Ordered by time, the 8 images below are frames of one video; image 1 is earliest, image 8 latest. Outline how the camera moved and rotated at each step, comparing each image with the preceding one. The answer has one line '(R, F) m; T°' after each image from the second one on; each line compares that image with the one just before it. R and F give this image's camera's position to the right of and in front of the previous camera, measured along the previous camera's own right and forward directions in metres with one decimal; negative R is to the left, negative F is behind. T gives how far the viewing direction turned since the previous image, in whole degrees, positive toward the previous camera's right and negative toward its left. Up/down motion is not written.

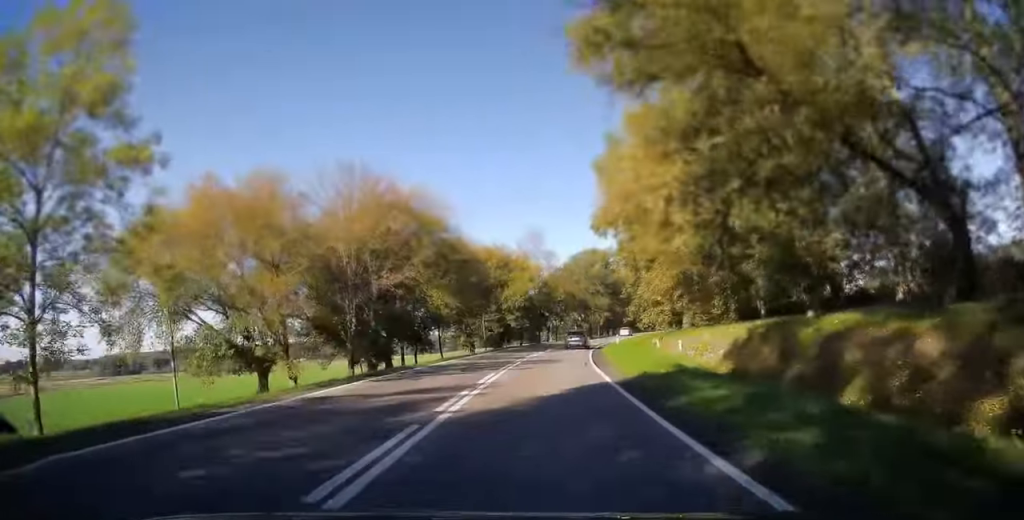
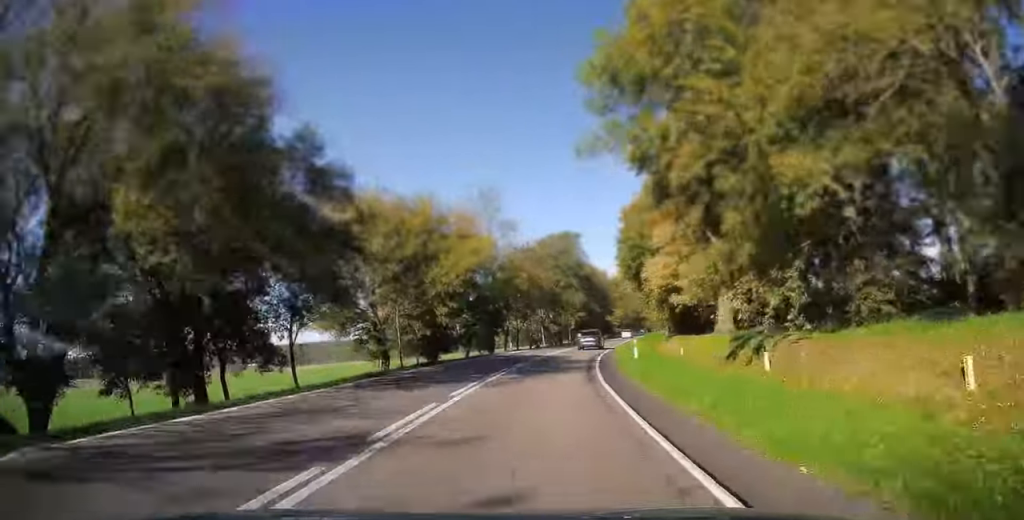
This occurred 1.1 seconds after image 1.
(+0.2, +27.2) m; +2°
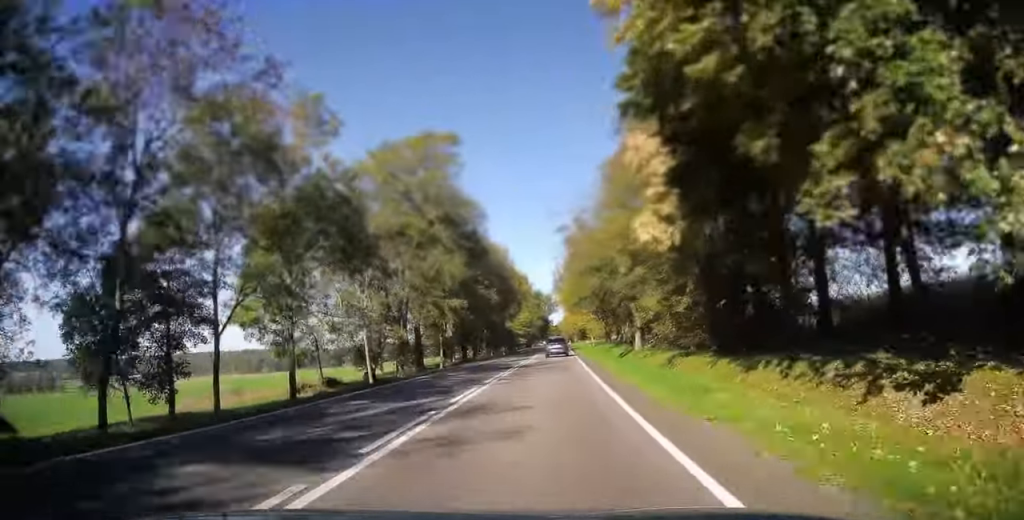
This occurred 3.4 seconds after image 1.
(+2.6, +55.1) m; +7°
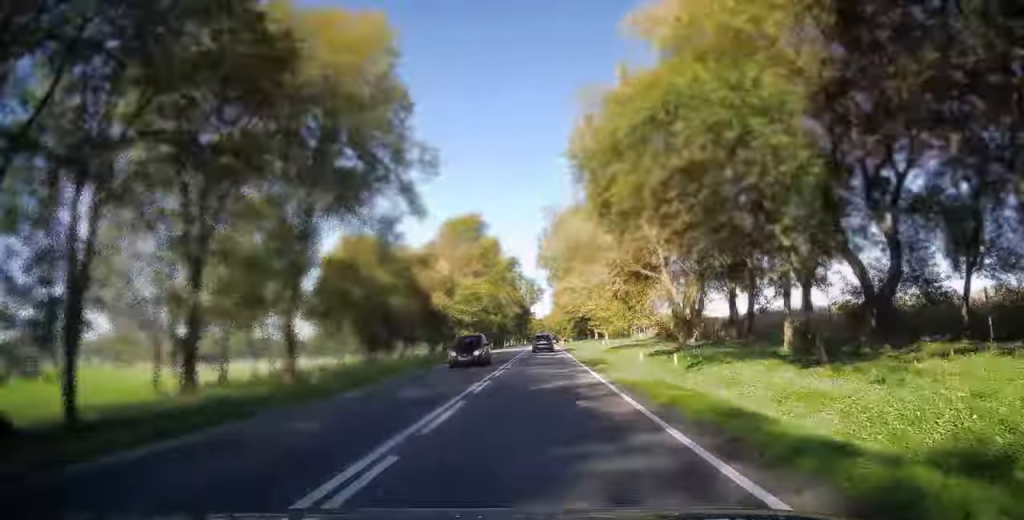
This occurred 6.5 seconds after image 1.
(+5.5, +74.6) m; +5°
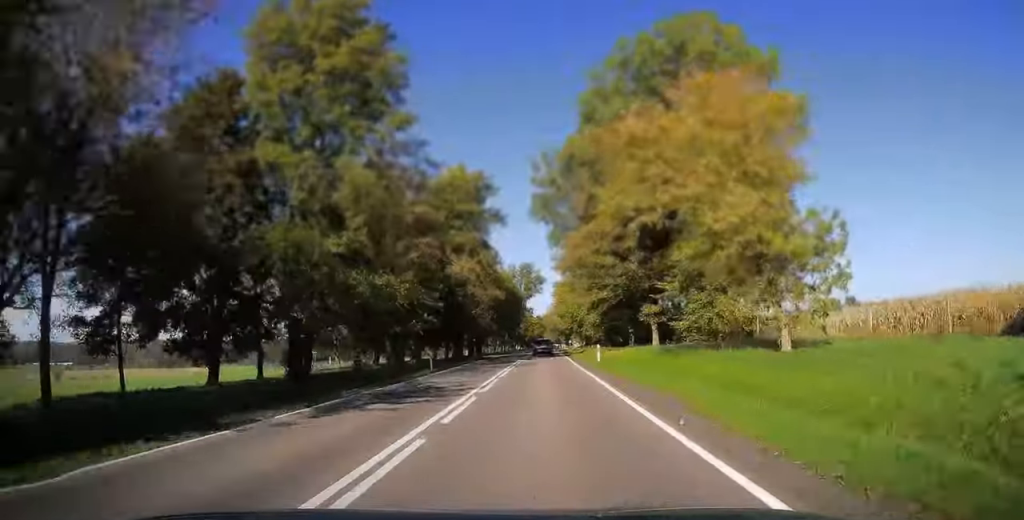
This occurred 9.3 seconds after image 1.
(-0.1, +64.8) m; 0°
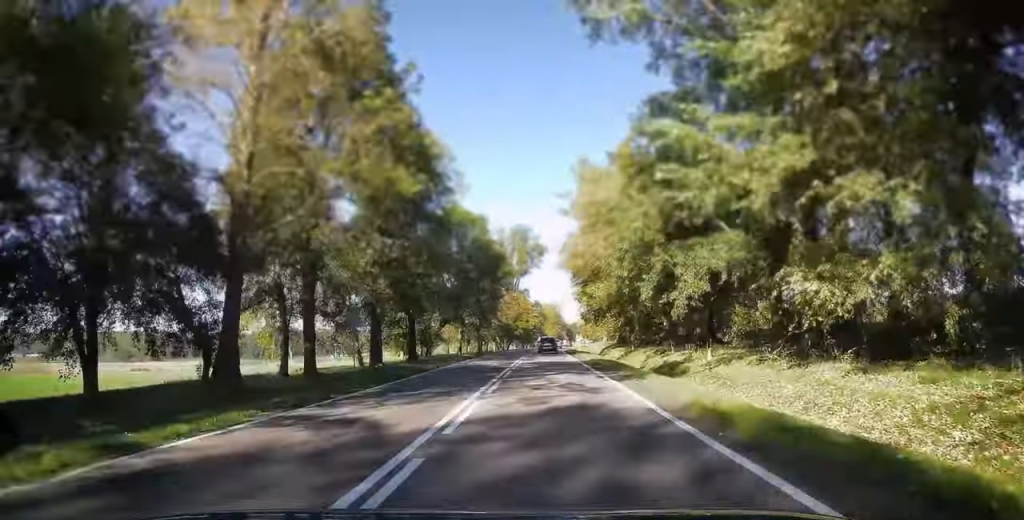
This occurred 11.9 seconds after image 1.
(-0.4, +61.0) m; 0°
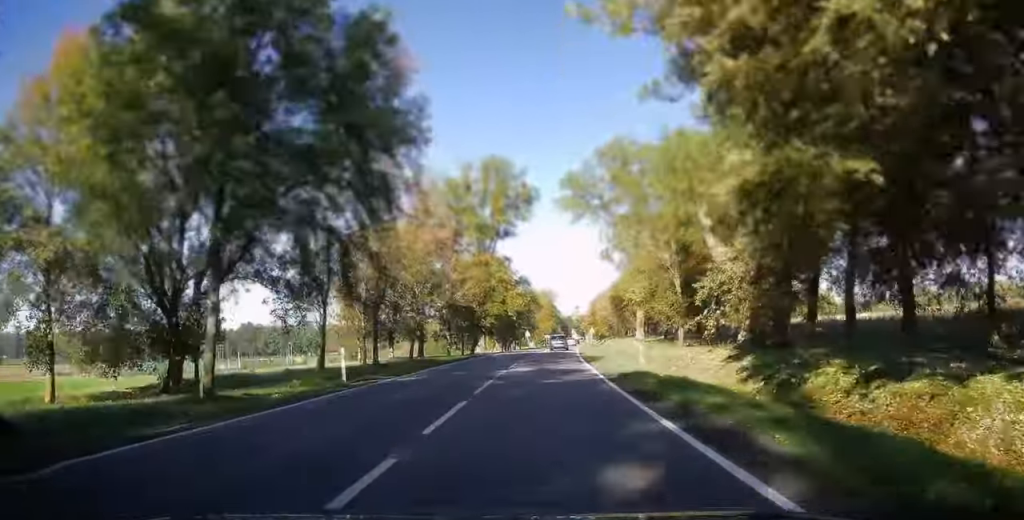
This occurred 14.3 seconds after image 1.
(+0.1, +54.5) m; +1°
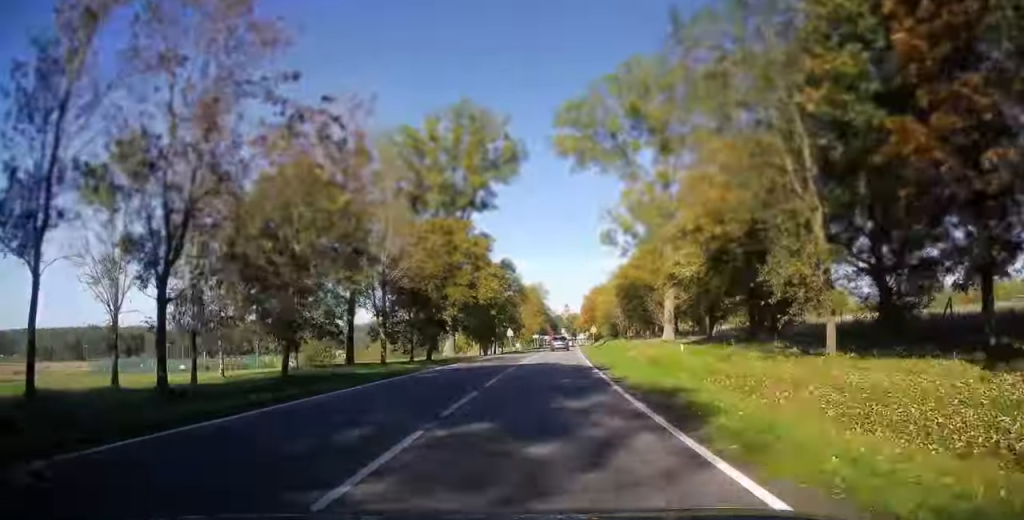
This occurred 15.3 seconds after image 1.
(+0.3, +22.1) m; +1°
